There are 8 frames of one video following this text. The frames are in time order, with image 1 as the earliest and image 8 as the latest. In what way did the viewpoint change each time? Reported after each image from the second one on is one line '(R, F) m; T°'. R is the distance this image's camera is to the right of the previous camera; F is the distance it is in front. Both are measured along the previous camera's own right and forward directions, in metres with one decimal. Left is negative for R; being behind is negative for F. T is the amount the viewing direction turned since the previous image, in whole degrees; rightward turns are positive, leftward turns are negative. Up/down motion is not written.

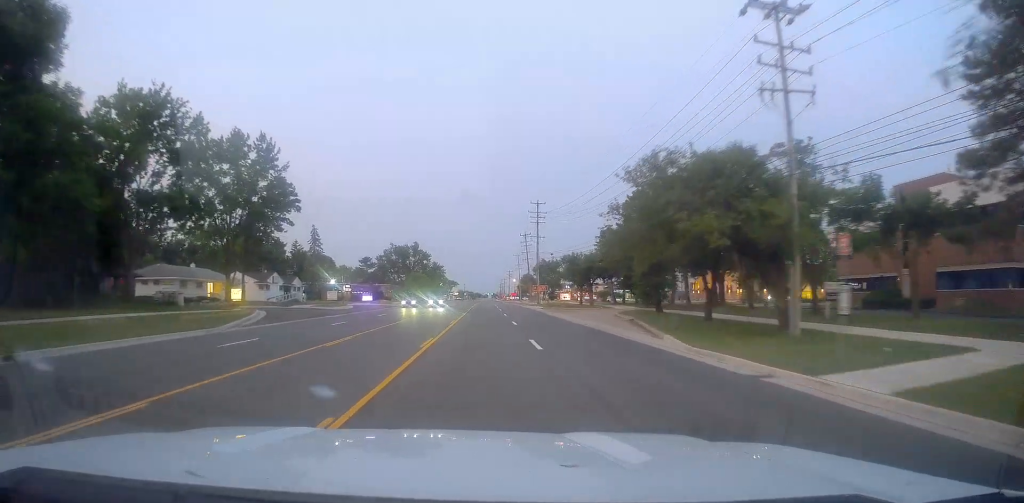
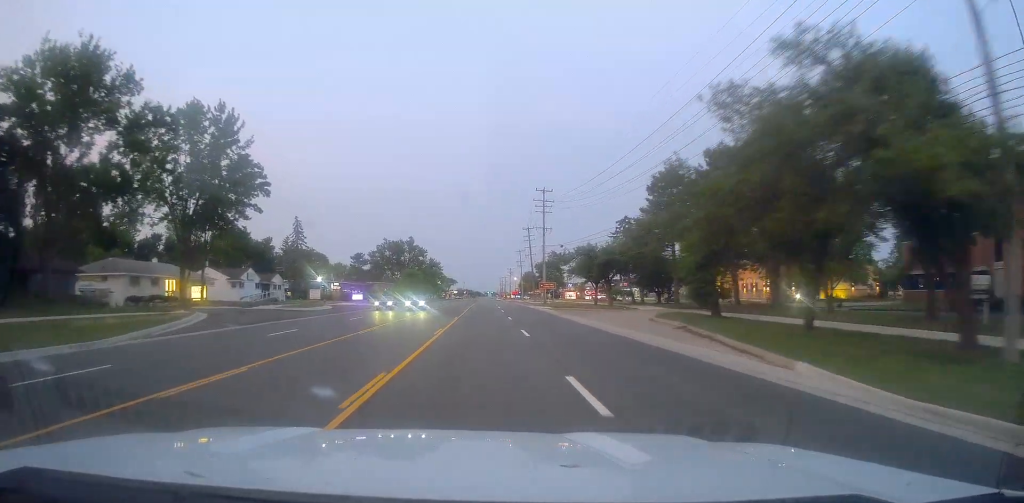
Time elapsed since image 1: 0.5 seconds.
(-0.1, +10.2) m; 0°
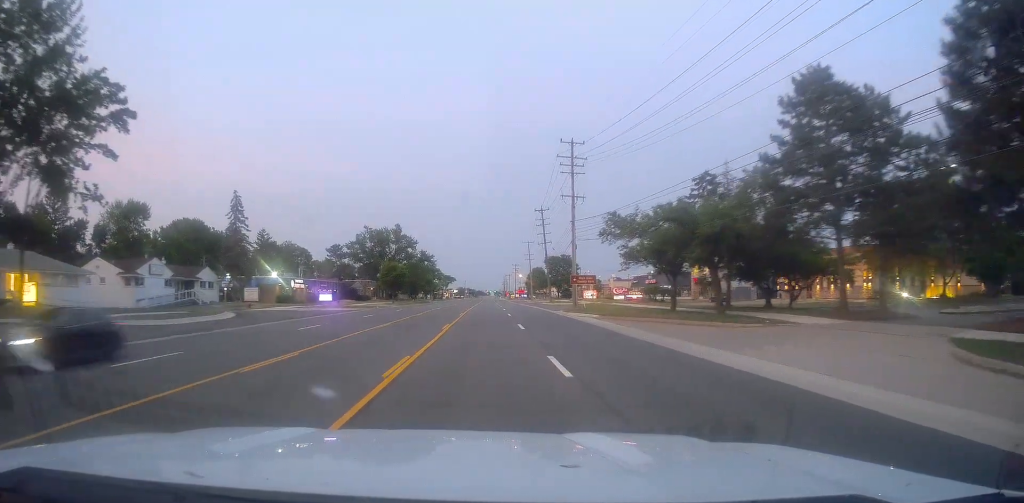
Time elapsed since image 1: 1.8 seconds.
(-0.1, +26.5) m; +1°
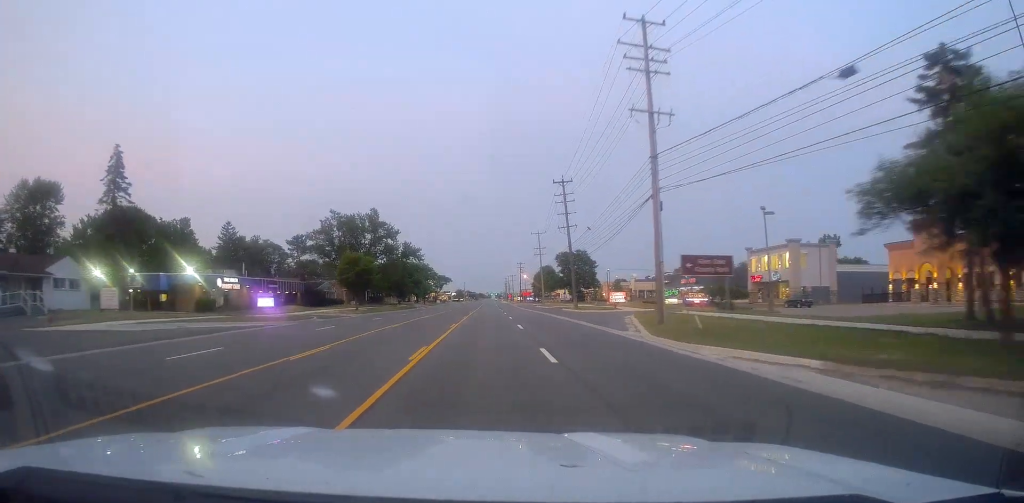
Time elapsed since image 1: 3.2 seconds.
(0.0, +27.8) m; -2°
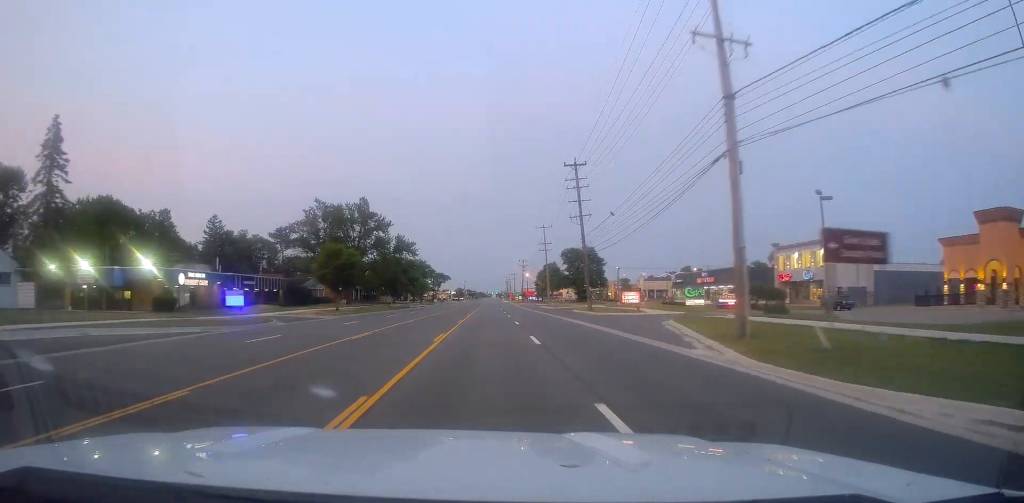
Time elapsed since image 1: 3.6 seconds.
(-0.2, +9.5) m; 0°
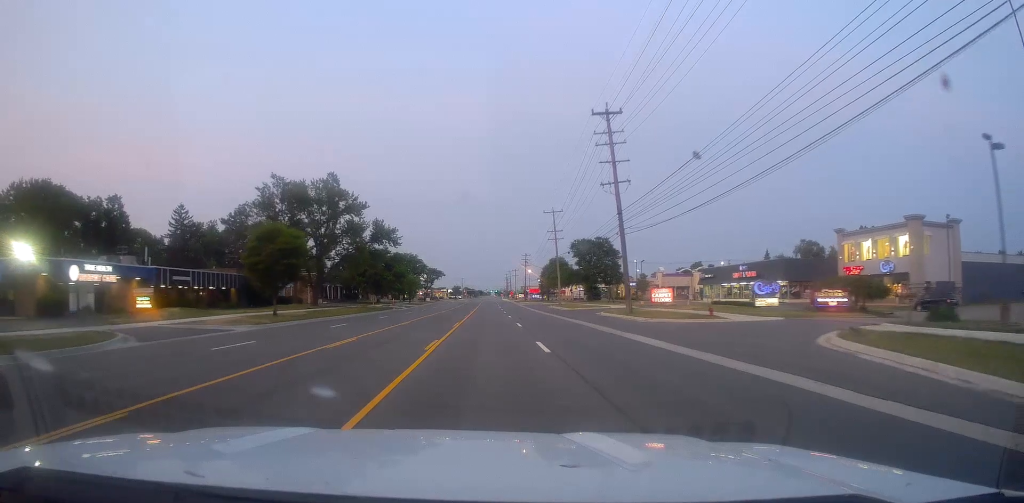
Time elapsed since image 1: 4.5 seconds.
(0.0, +18.3) m; +1°
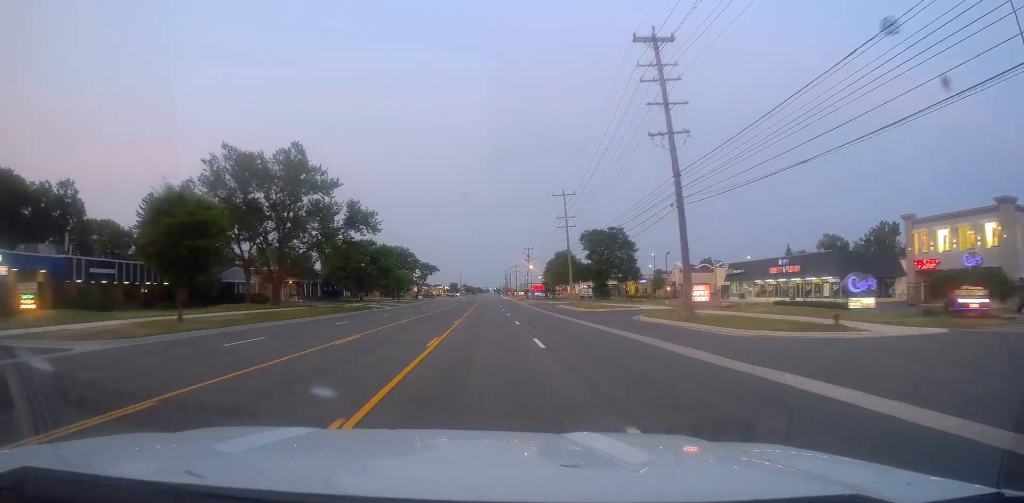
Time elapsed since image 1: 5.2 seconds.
(+0.4, +14.2) m; +1°
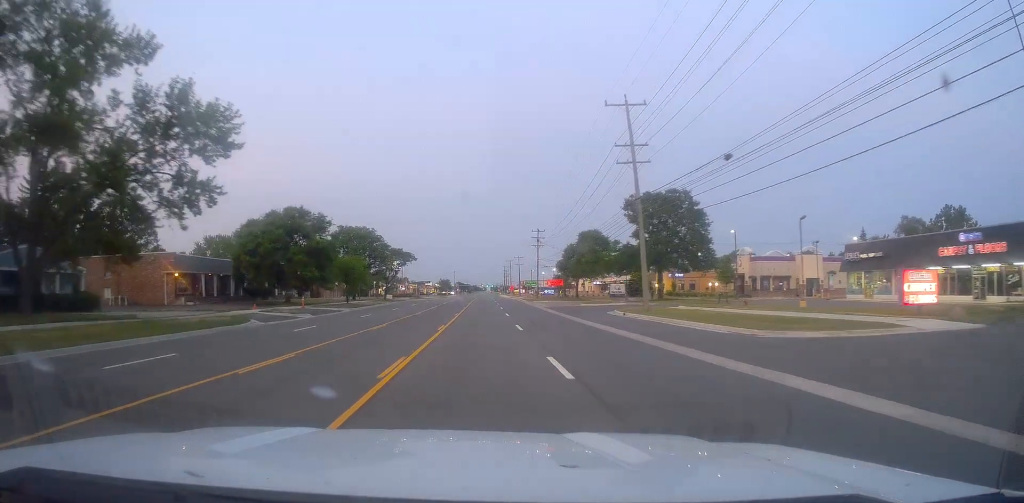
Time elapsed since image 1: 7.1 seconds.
(-1.5, +37.4) m; -1°
